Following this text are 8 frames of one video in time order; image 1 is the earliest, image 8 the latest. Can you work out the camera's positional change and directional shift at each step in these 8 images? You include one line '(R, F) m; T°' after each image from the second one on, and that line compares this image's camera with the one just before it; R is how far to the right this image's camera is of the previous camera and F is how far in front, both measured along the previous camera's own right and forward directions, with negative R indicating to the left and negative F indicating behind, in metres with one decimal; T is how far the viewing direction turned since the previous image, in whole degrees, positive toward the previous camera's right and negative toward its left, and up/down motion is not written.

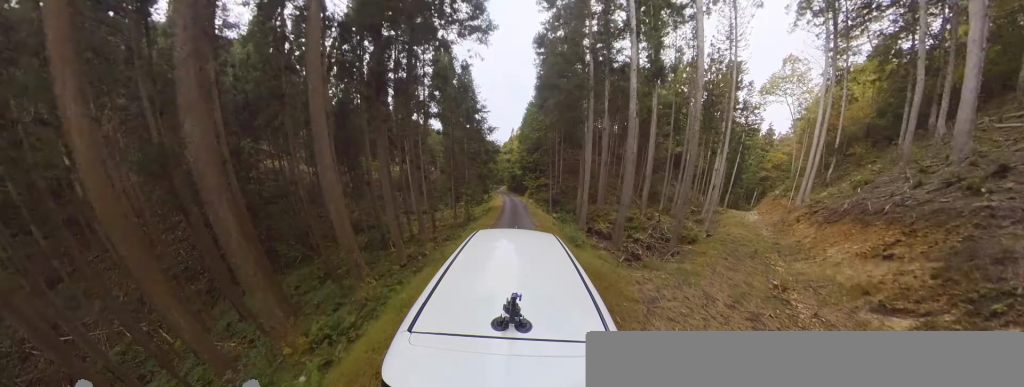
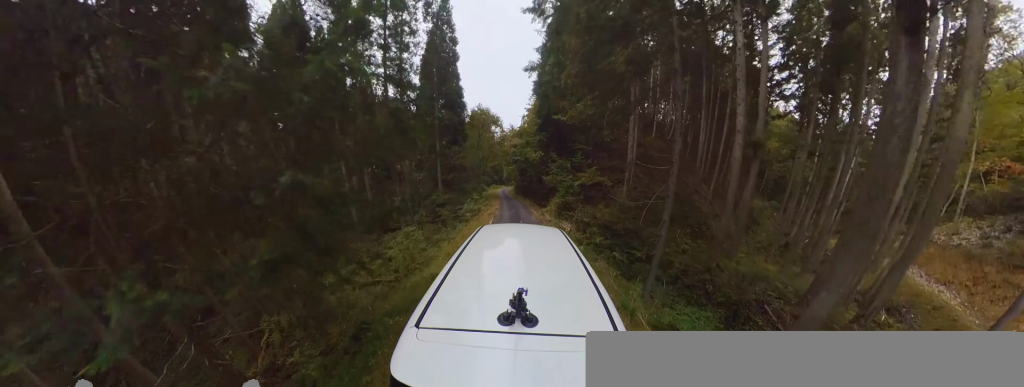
(+0.8, +17.7) m; +3°
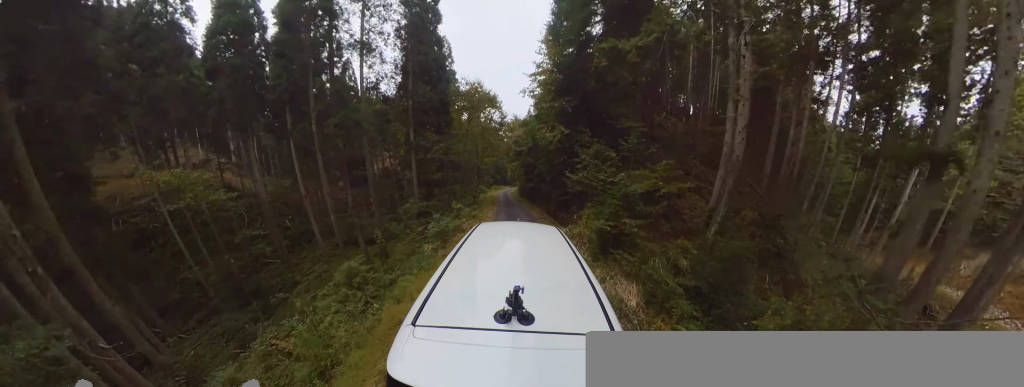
(0.0, +6.0) m; 0°
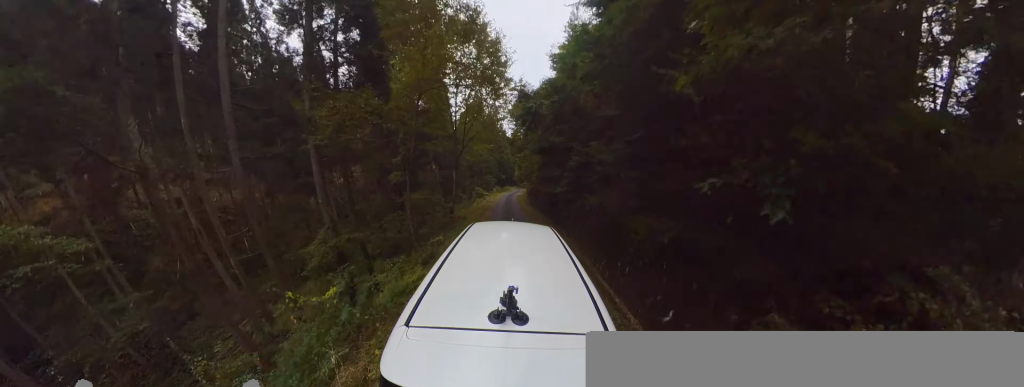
(0.0, +9.0) m; 0°
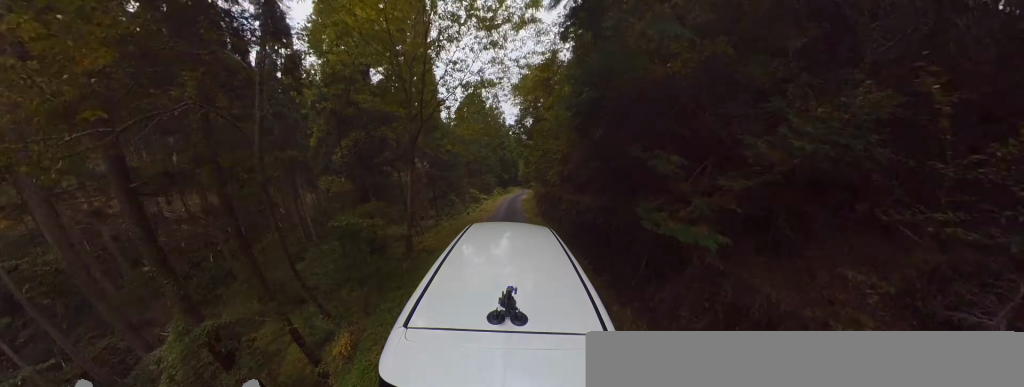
(0.0, +5.6) m; 0°
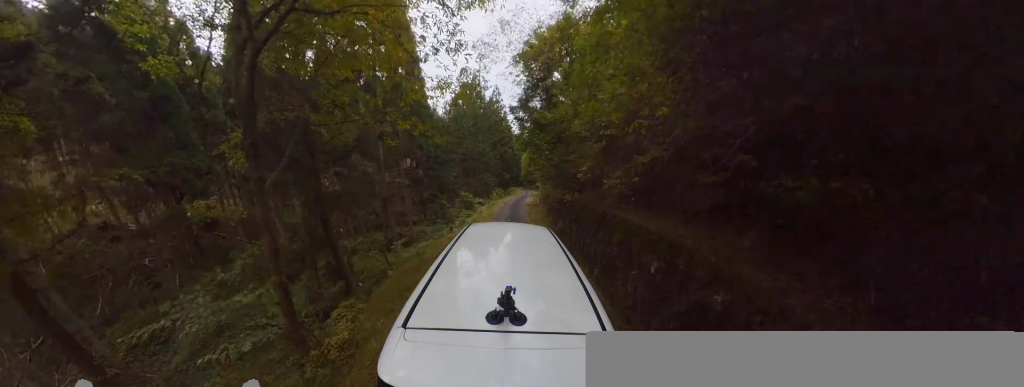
(0.0, +4.7) m; 0°
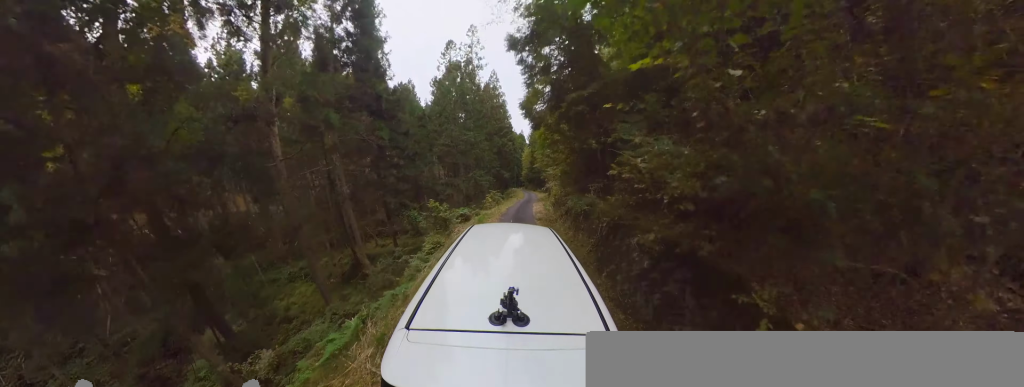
(0.0, +7.0) m; 0°
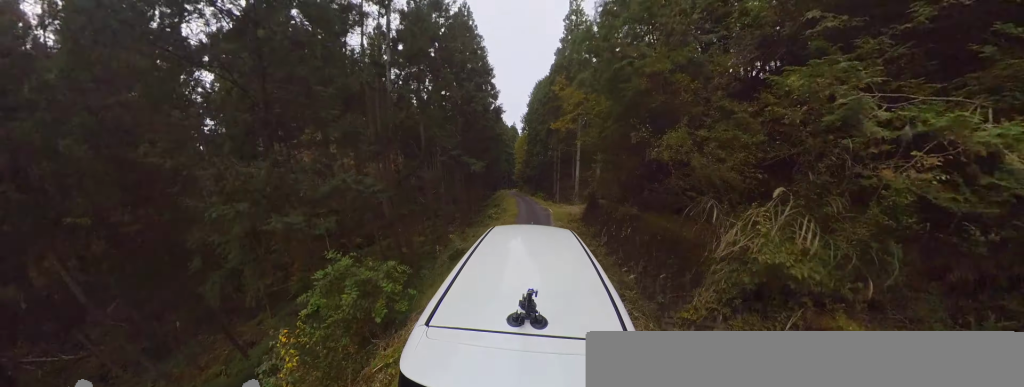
(0.0, +17.8) m; 0°
